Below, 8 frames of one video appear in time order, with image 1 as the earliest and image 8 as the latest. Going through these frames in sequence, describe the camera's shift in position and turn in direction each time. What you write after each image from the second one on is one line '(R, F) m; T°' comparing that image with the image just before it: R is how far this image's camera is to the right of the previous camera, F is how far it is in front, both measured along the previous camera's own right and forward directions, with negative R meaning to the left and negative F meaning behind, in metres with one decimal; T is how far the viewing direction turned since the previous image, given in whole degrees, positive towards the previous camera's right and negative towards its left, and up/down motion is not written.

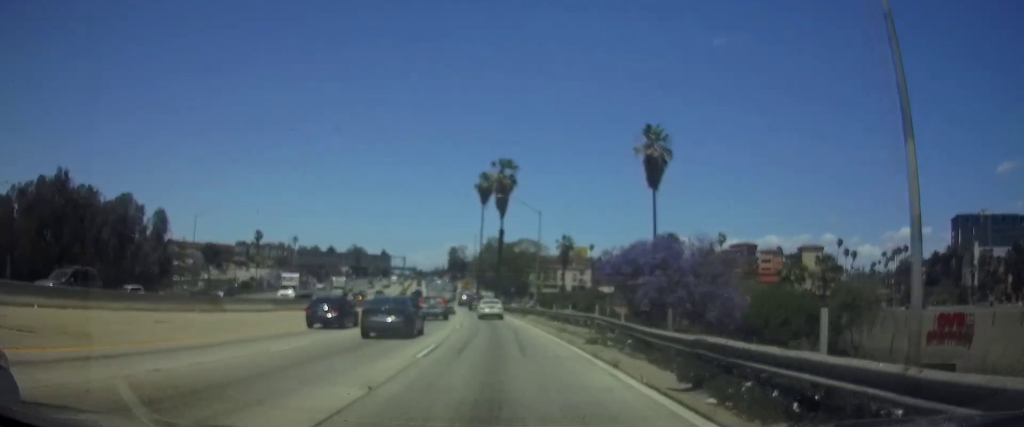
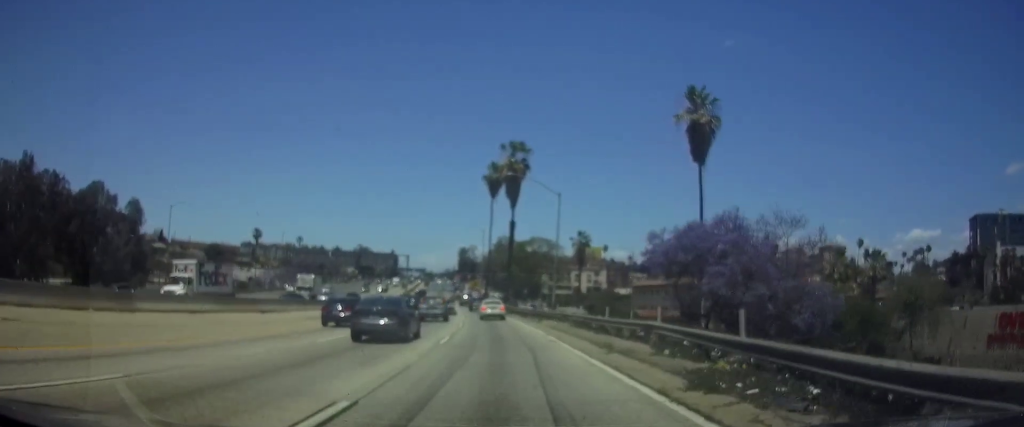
(0.0, +10.4) m; -1°
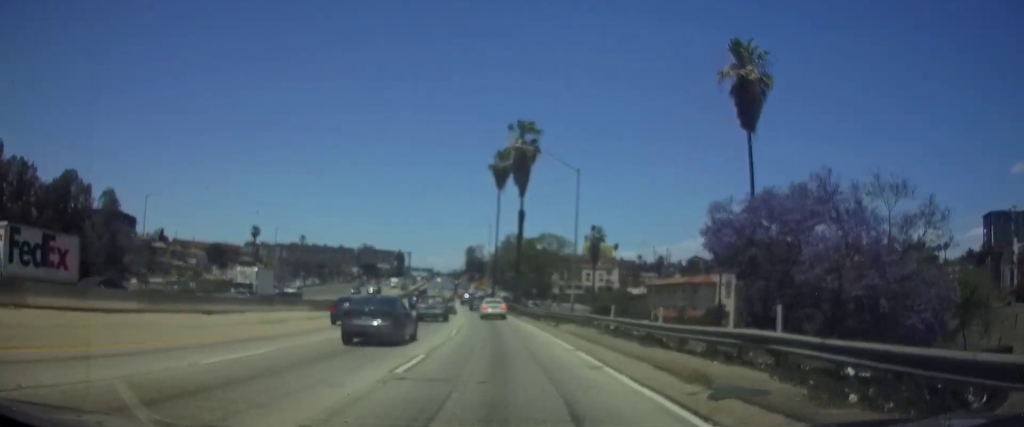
(-0.1, +8.0) m; -2°
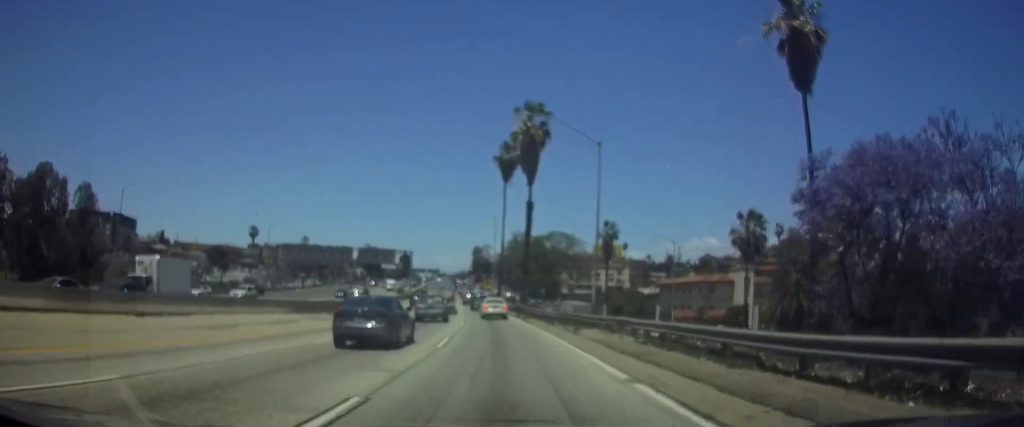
(-0.1, +6.5) m; -1°
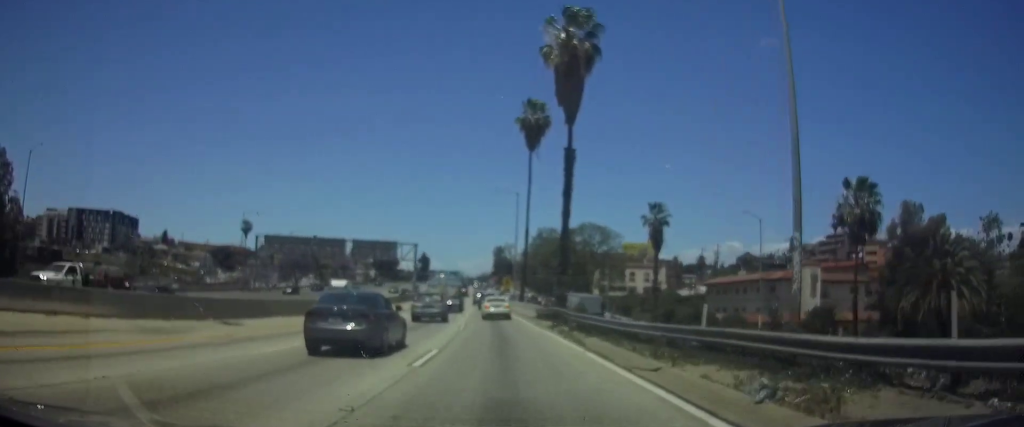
(-0.3, +20.2) m; -2°
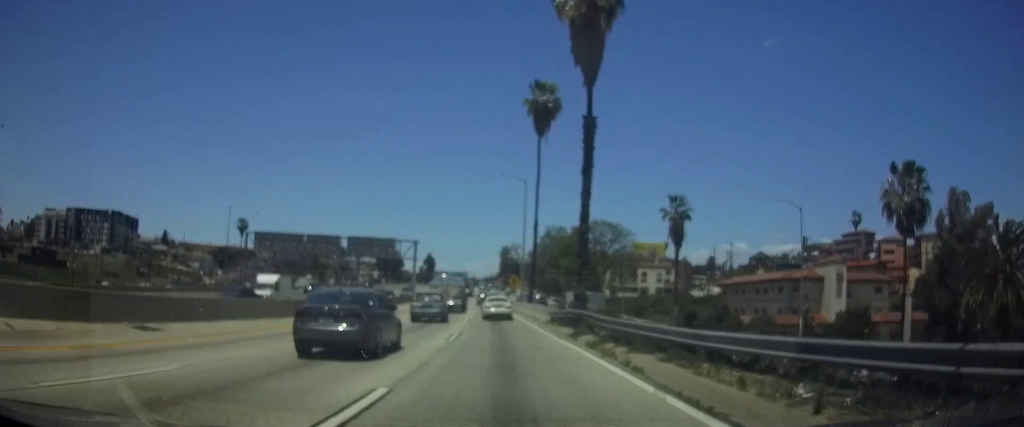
(-0.1, +6.9) m; -1°
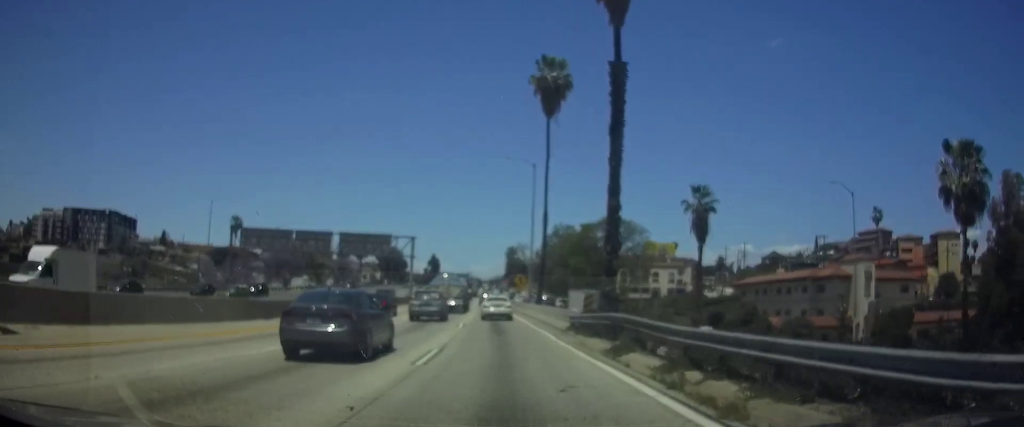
(-0.1, +7.4) m; -1°
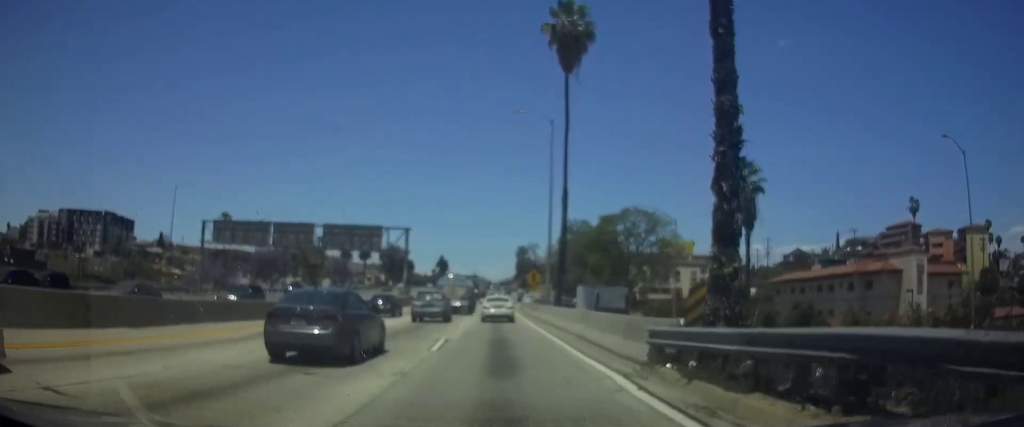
(-0.1, +12.0) m; 0°
